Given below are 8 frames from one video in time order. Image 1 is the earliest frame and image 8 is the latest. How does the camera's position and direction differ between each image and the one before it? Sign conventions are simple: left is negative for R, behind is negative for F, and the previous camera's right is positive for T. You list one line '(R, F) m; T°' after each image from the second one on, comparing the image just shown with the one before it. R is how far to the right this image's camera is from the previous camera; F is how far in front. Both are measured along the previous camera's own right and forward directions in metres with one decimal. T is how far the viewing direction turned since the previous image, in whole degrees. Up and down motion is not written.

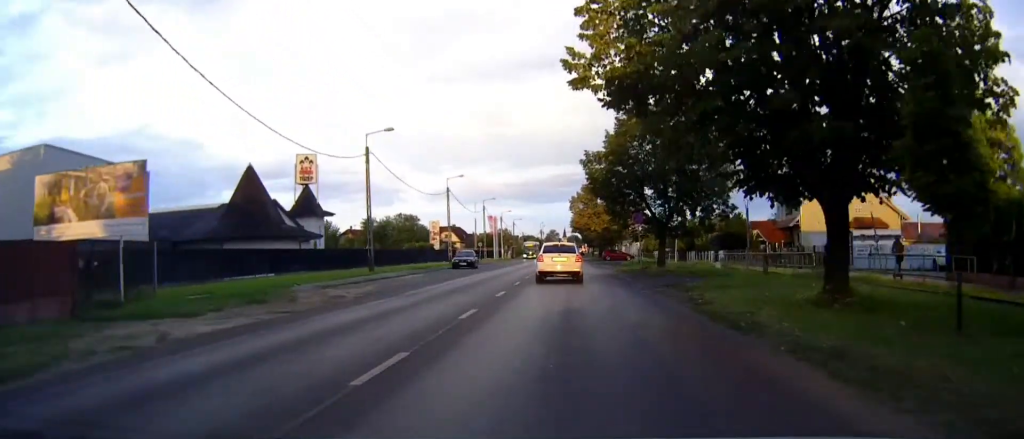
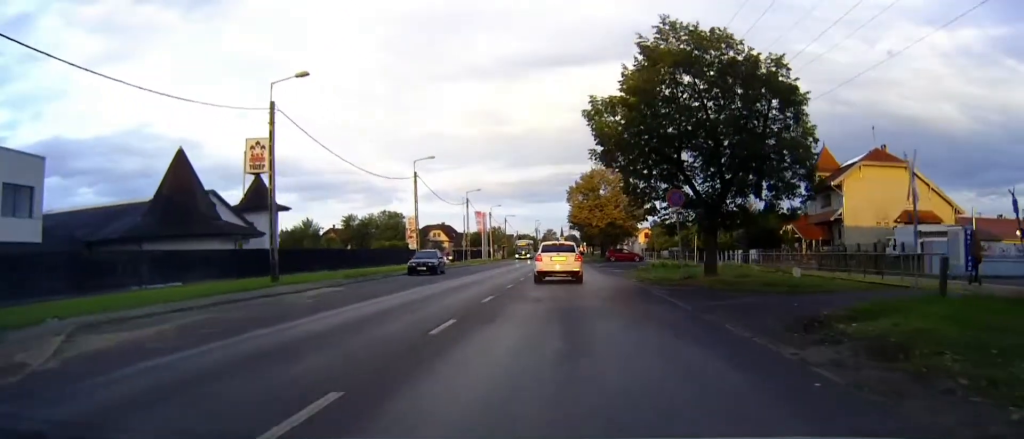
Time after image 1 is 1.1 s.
(0.0, +14.7) m; 0°
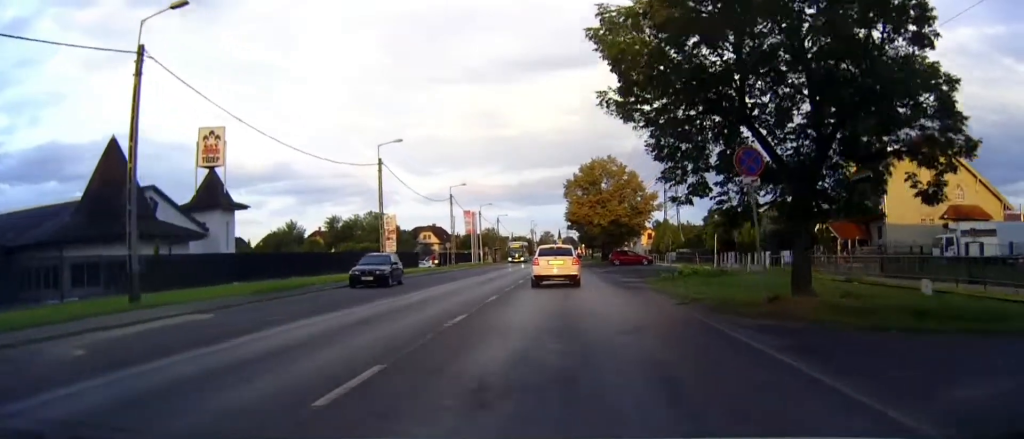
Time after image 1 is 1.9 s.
(0.0, +10.8) m; 0°
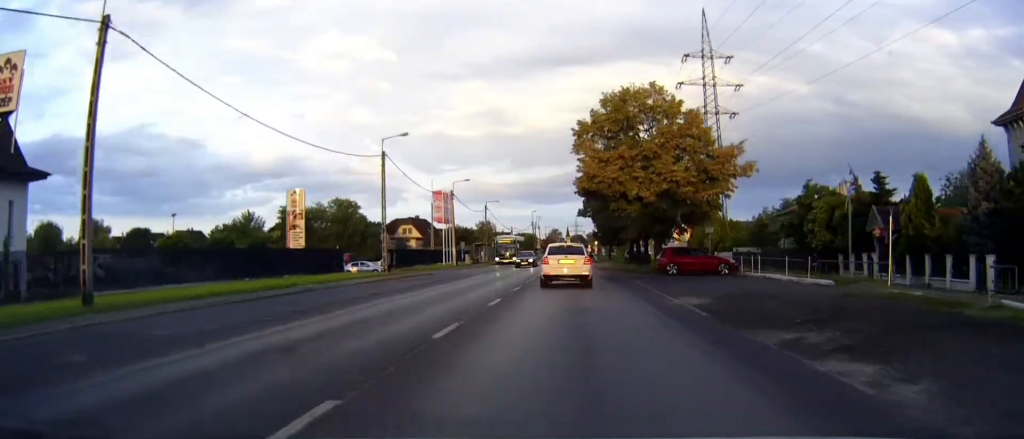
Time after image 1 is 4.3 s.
(-0.1, +32.4) m; 0°
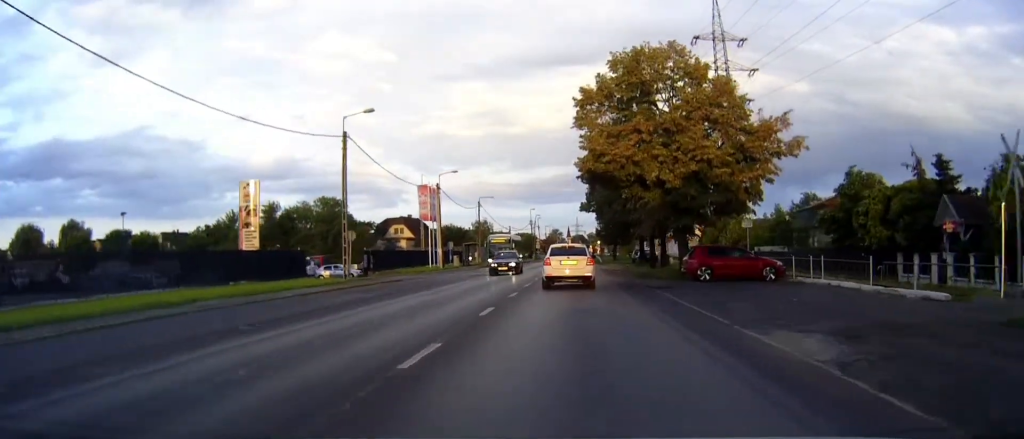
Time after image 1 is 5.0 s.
(0.0, +8.3) m; 0°
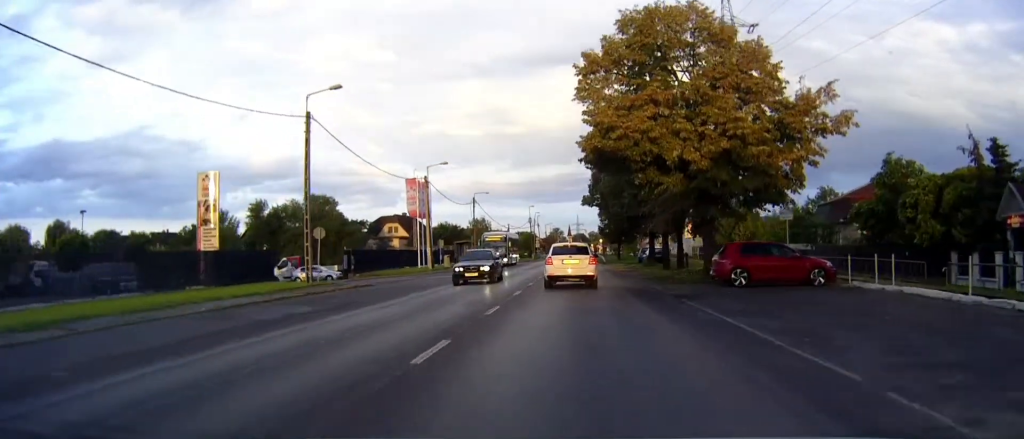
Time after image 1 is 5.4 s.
(0.0, +5.8) m; 0°
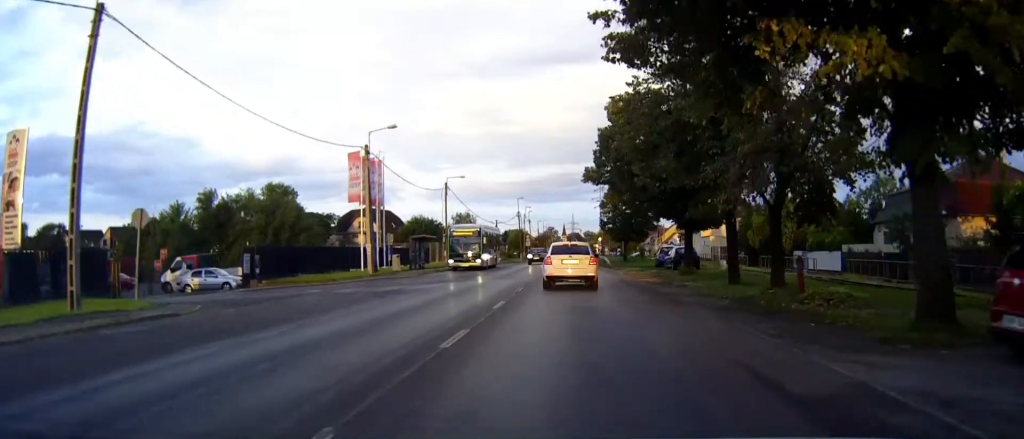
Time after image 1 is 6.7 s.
(-0.1, +17.1) m; 0°
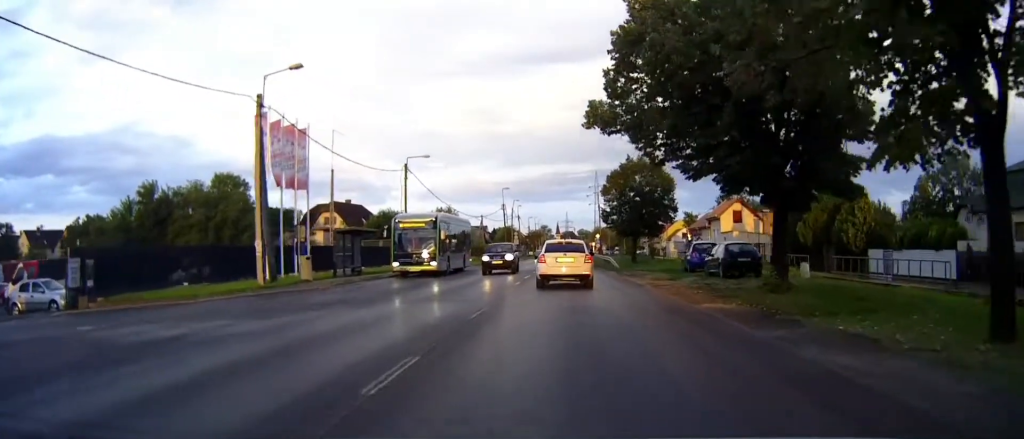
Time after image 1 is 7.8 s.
(+0.2, +15.5) m; 0°
